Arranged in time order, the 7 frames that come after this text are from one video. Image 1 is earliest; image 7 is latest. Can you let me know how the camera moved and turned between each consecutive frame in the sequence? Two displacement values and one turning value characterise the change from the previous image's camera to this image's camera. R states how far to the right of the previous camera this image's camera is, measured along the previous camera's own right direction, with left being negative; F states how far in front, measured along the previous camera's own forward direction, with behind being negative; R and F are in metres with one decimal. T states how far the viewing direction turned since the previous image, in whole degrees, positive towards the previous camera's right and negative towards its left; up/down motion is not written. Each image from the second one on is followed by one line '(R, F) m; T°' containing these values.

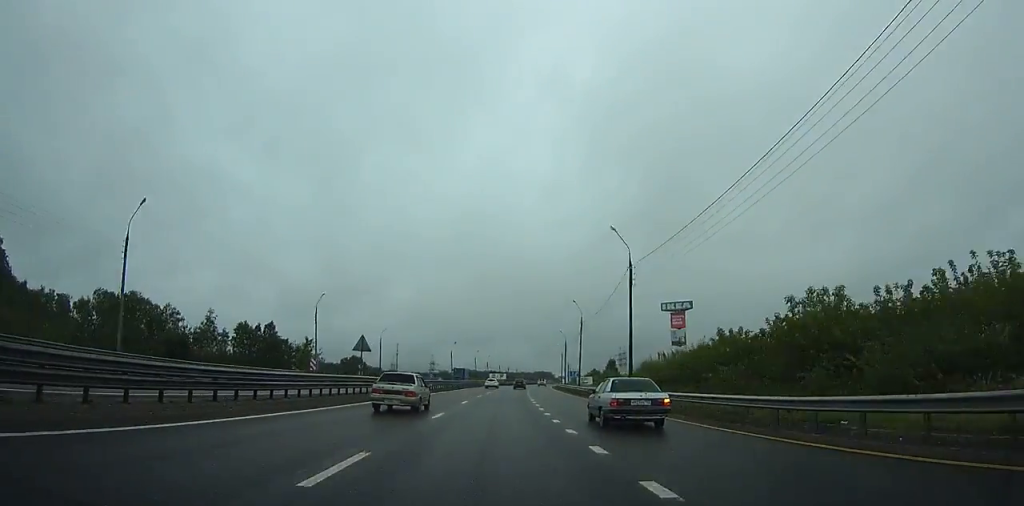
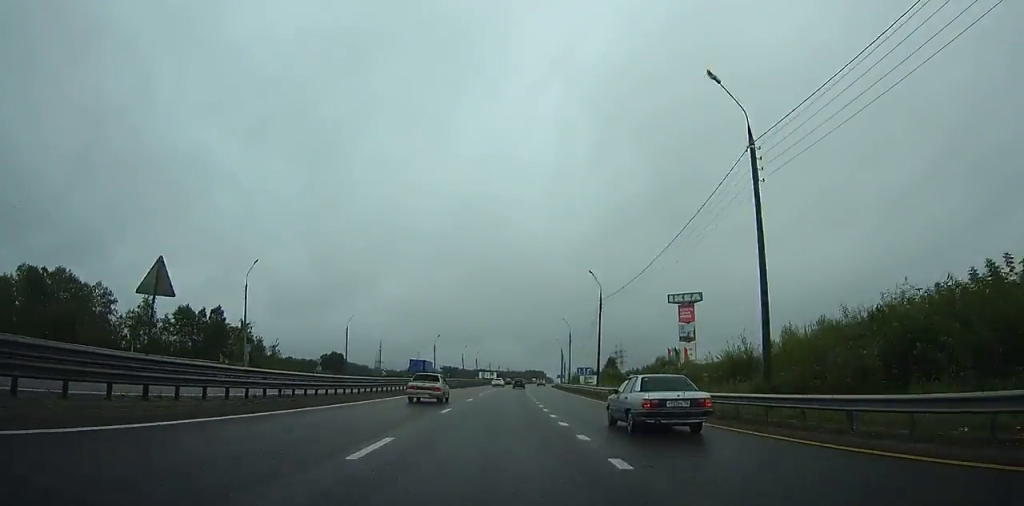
(0.0, +20.9) m; +1°
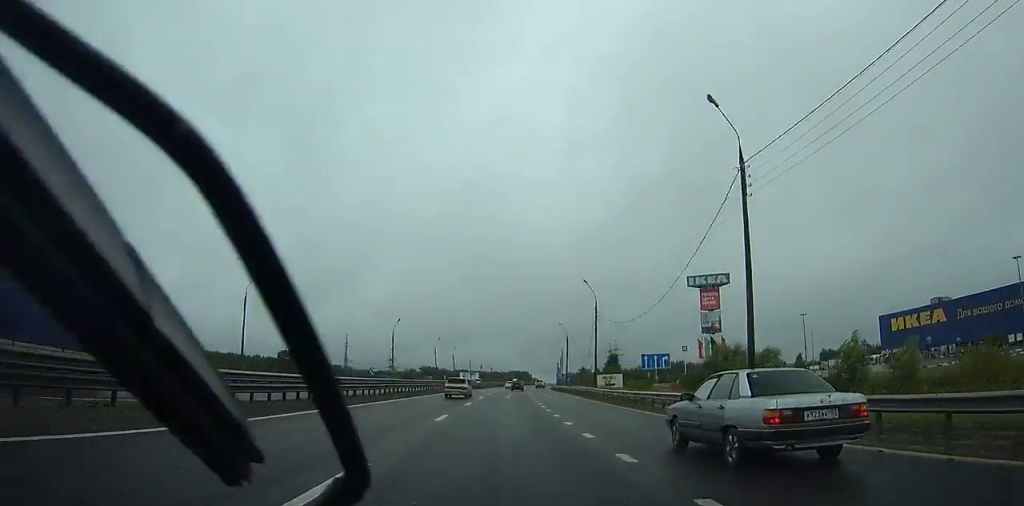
(+0.6, +37.7) m; +2°
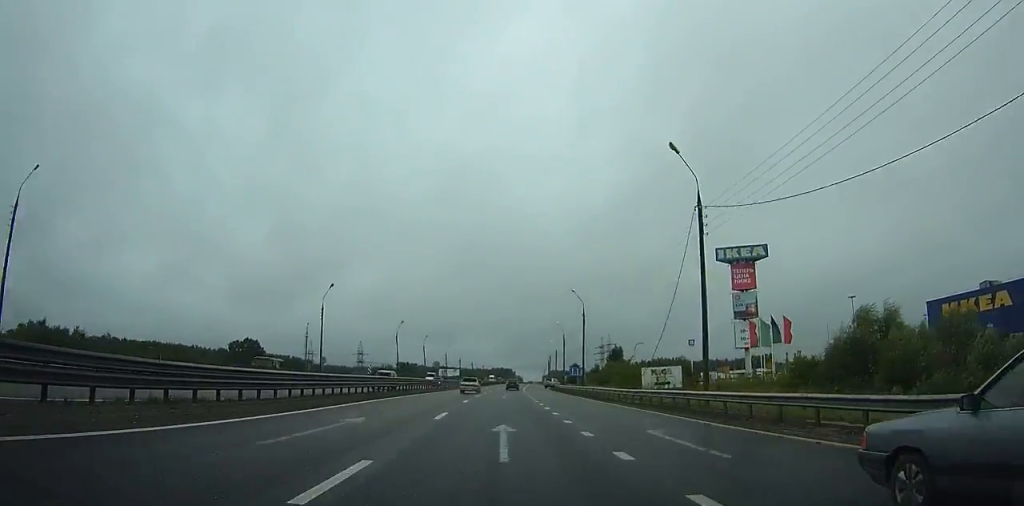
(+0.3, +34.6) m; +2°
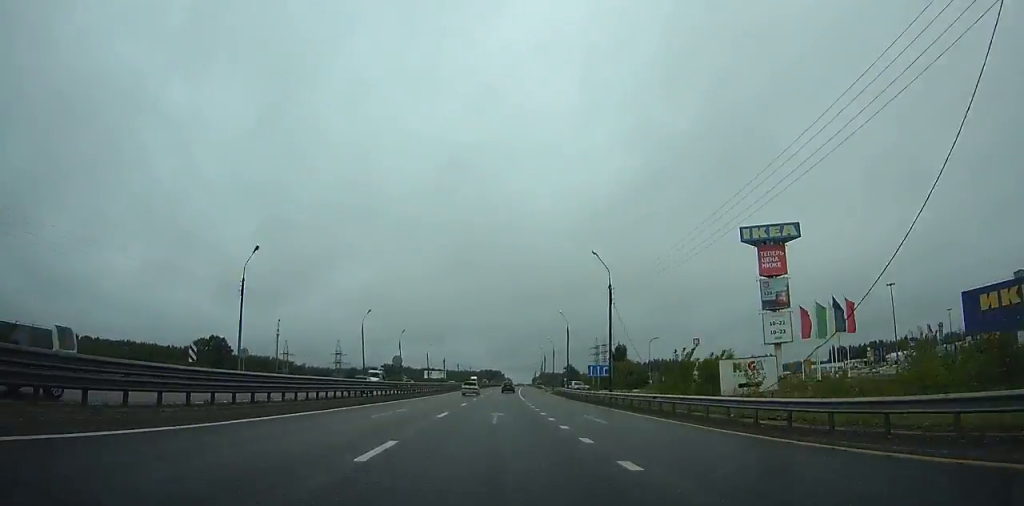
(+0.4, +20.8) m; +1°
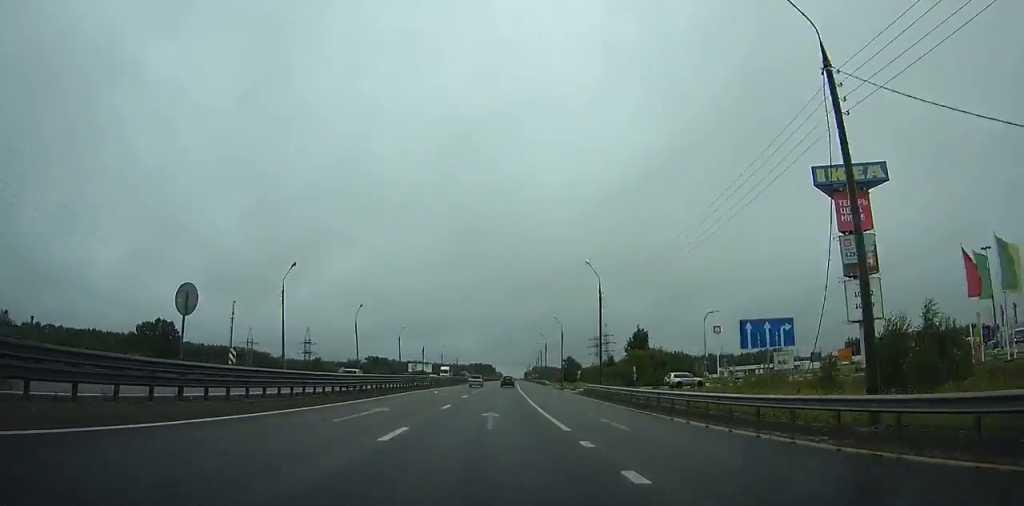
(+0.4, +32.6) m; +1°
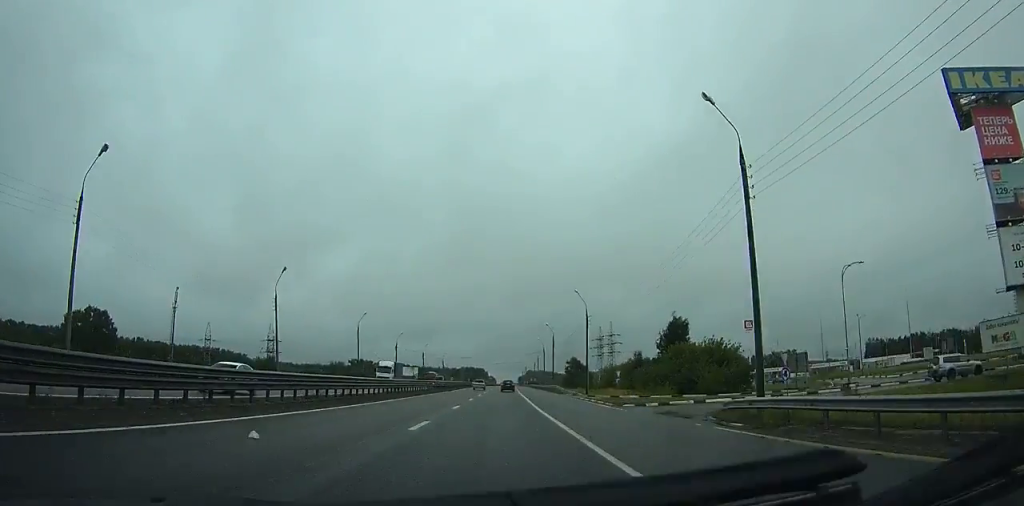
(+0.2, +32.8) m; +1°
